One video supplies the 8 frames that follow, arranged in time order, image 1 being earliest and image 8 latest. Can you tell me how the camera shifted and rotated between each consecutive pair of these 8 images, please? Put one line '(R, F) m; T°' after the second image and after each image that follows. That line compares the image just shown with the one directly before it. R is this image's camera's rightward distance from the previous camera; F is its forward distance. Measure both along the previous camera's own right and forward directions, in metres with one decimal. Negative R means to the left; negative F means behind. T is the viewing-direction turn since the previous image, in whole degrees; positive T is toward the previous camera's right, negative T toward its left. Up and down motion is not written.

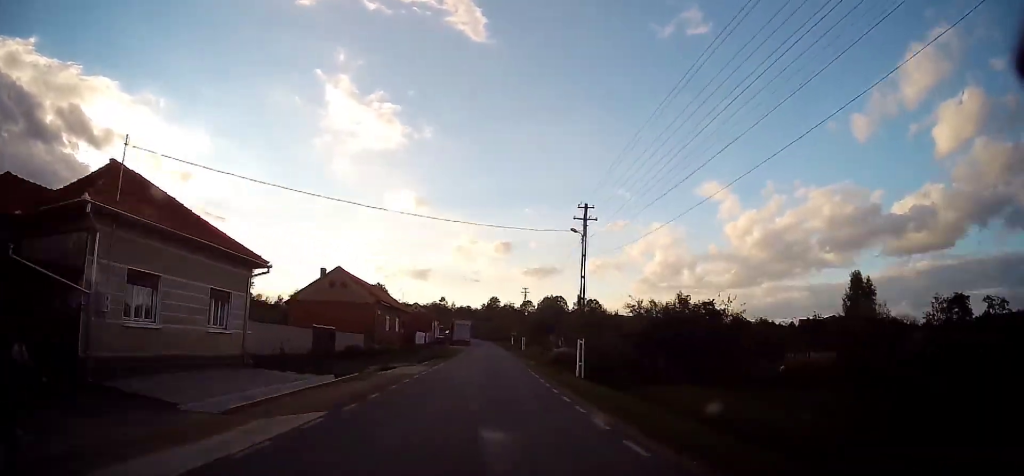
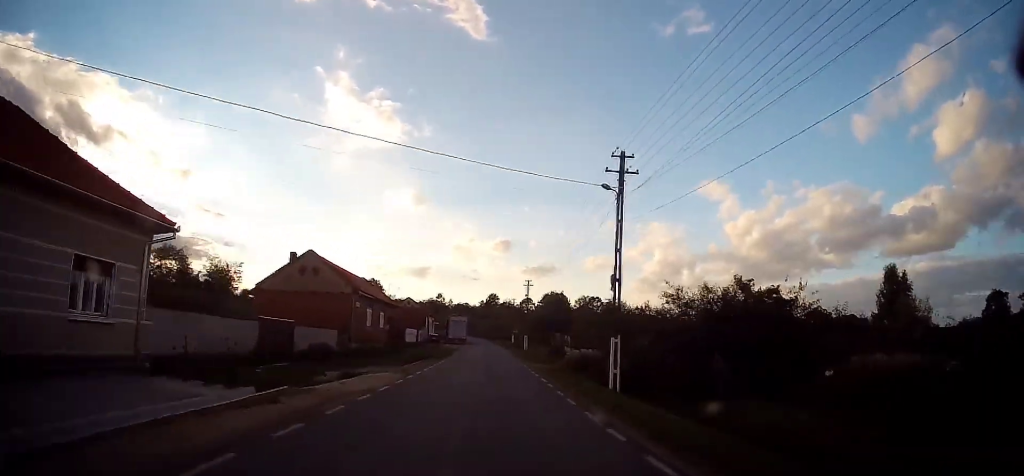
(-0.1, +6.9) m; 0°
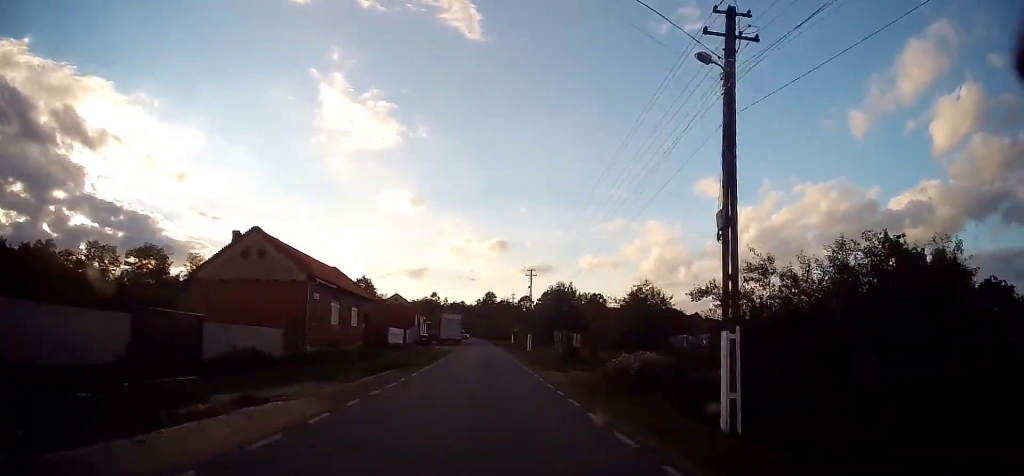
(0.0, +8.5) m; -1°
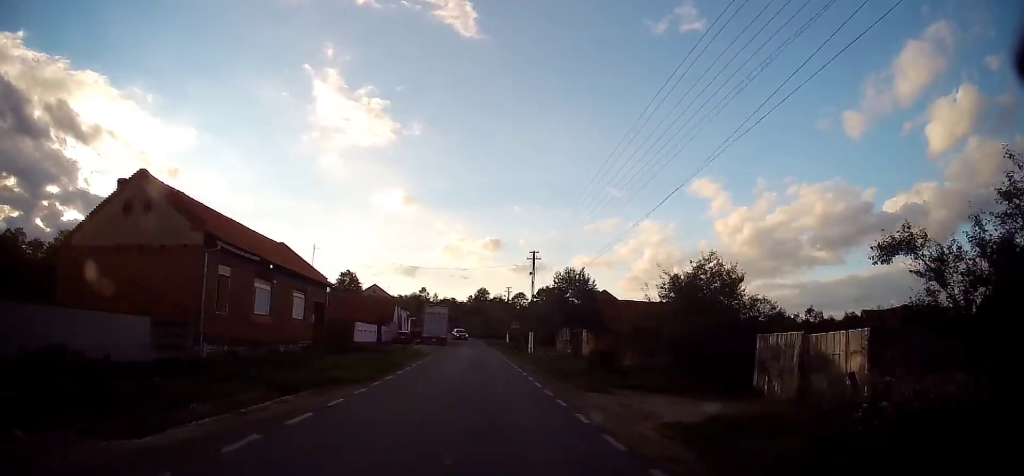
(0.0, +9.9) m; -1°
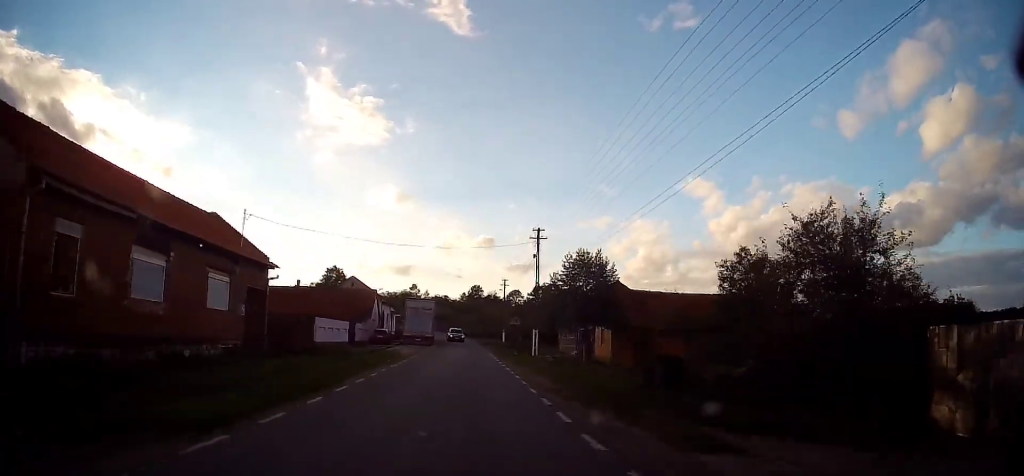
(-0.1, +8.2) m; +2°
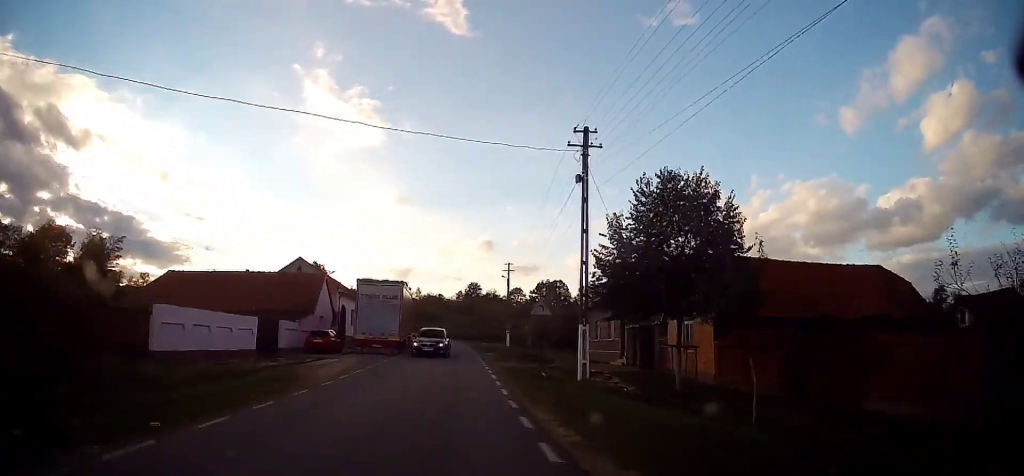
(+0.7, +18.6) m; +1°
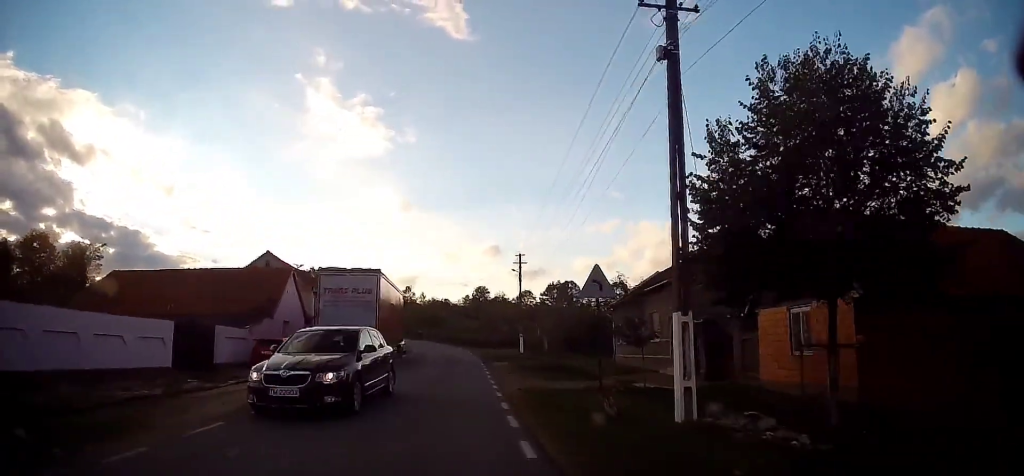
(-0.3, +9.6) m; -1°
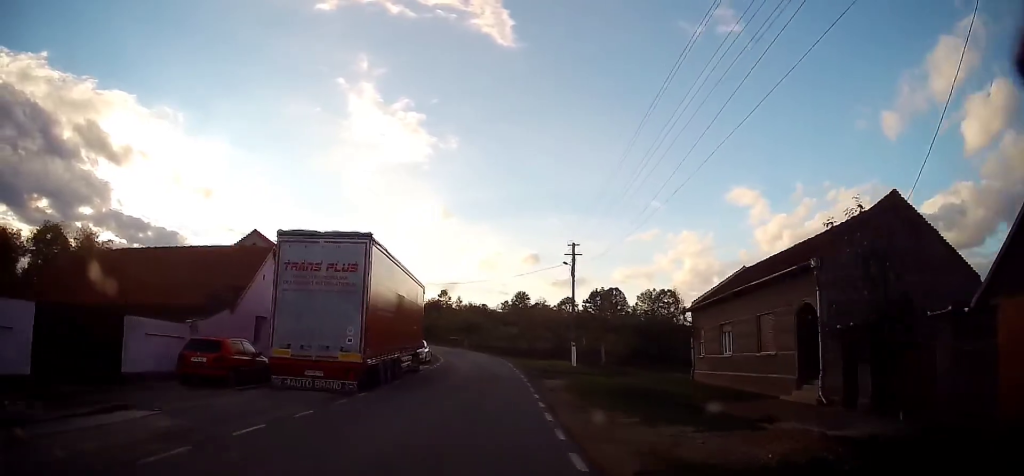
(0.0, +8.5) m; -2°
